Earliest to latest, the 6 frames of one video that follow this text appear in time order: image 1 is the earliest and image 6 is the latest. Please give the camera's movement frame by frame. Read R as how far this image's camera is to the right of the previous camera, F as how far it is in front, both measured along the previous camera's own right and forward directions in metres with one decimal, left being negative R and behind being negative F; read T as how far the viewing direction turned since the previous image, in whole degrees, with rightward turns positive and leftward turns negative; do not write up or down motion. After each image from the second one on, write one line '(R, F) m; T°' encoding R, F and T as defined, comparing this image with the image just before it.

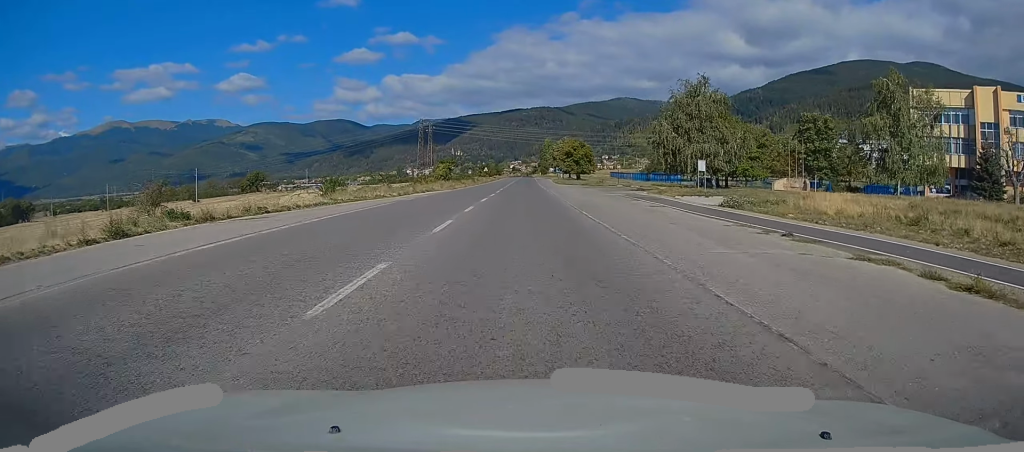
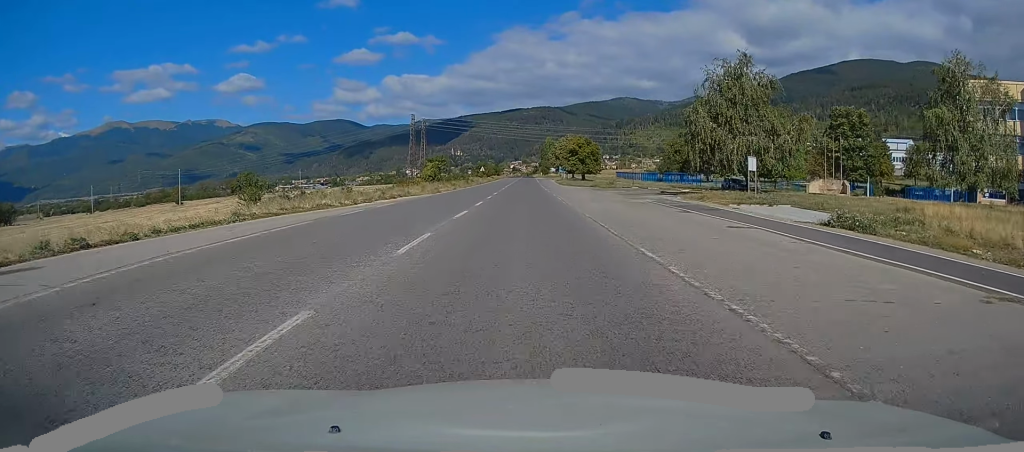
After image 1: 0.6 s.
(-0.1, +11.0) m; 0°
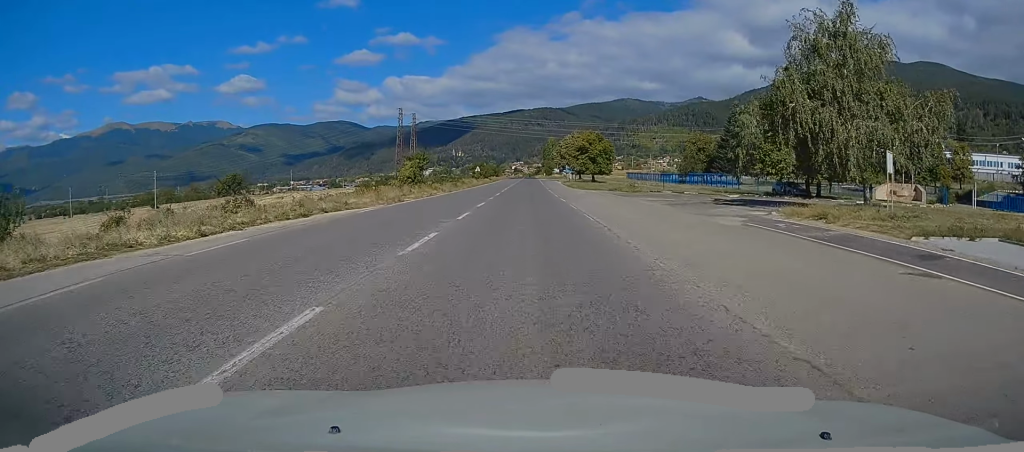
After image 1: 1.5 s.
(+0.2, +15.1) m; 0°
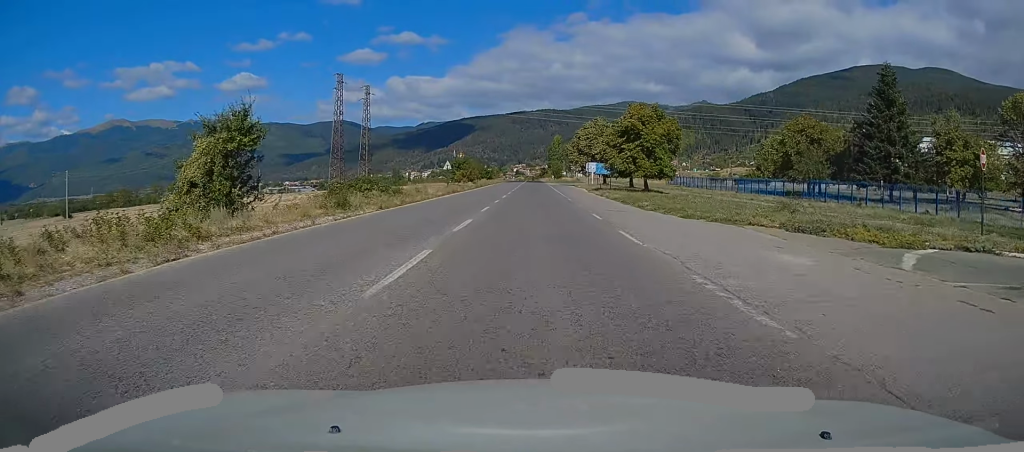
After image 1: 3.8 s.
(-0.4, +41.2) m; -1°
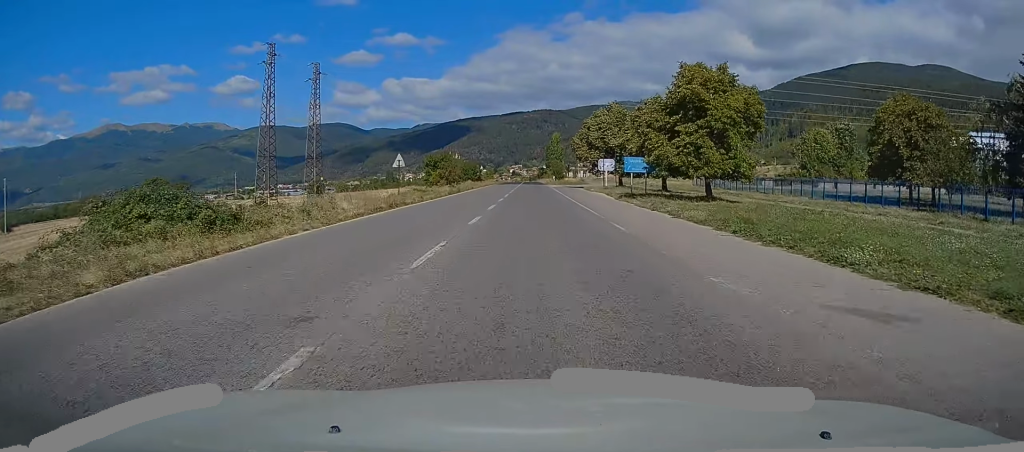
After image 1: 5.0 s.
(0.0, +20.9) m; 0°
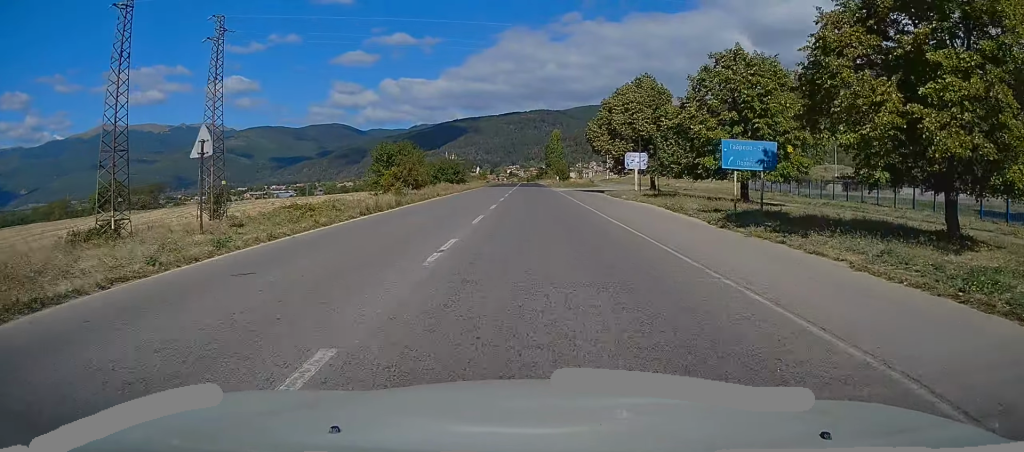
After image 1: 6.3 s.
(+0.1, +22.9) m; 0°
